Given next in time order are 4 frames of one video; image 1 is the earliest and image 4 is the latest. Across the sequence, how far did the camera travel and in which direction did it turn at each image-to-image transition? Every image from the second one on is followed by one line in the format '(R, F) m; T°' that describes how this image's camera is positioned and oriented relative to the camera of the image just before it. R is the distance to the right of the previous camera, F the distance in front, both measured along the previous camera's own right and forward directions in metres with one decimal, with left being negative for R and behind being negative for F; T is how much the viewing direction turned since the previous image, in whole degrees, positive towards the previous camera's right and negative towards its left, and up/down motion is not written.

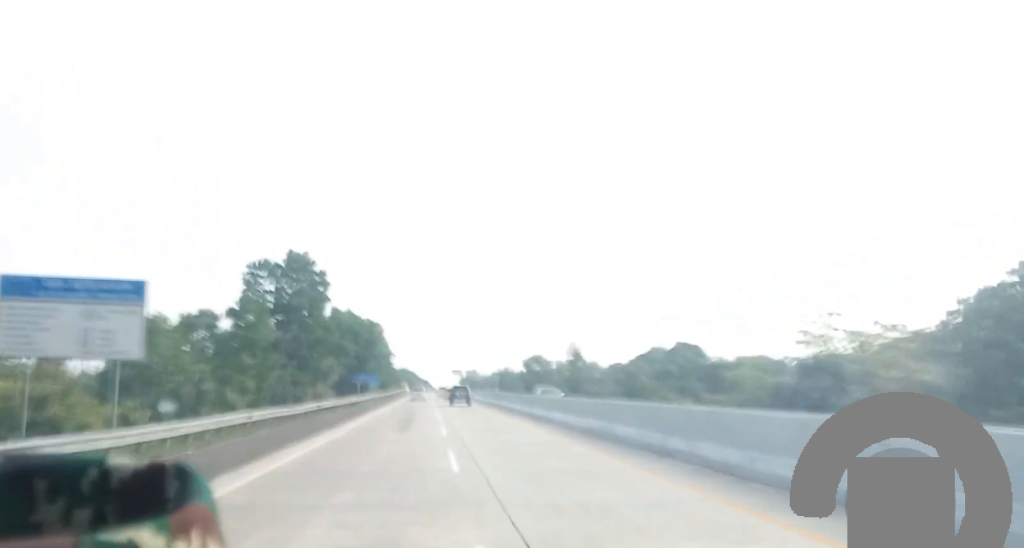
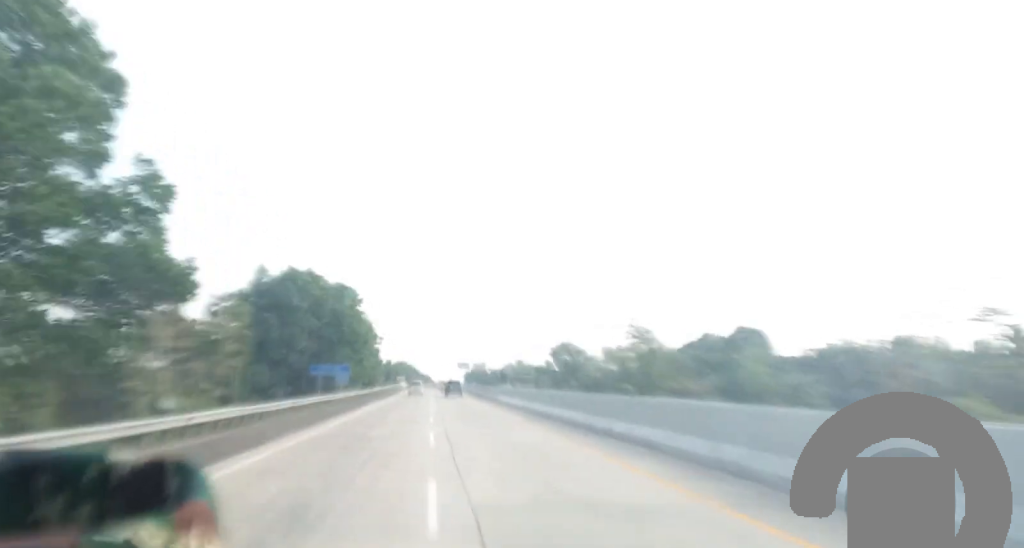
(-1.0, +48.7) m; -1°
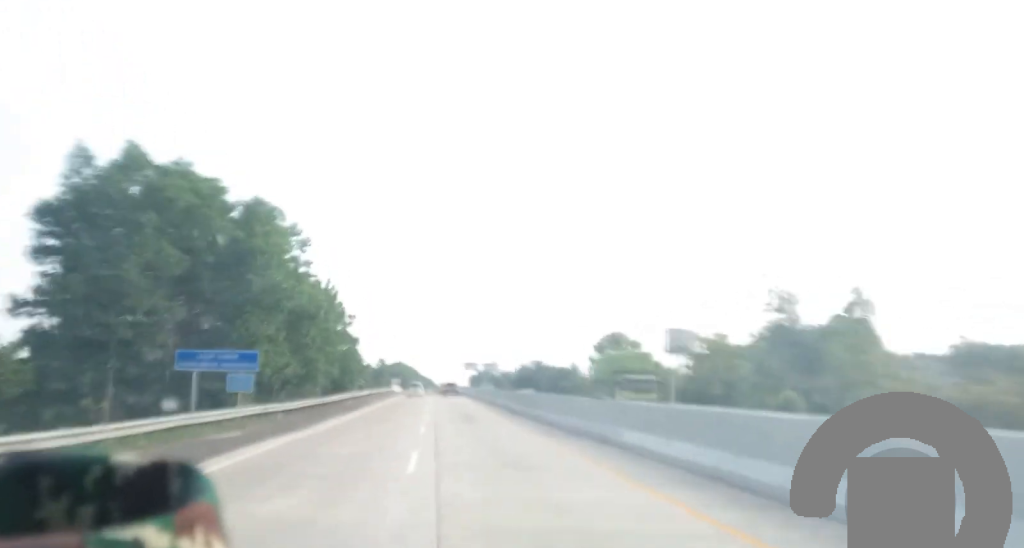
(+0.2, +45.5) m; 0°
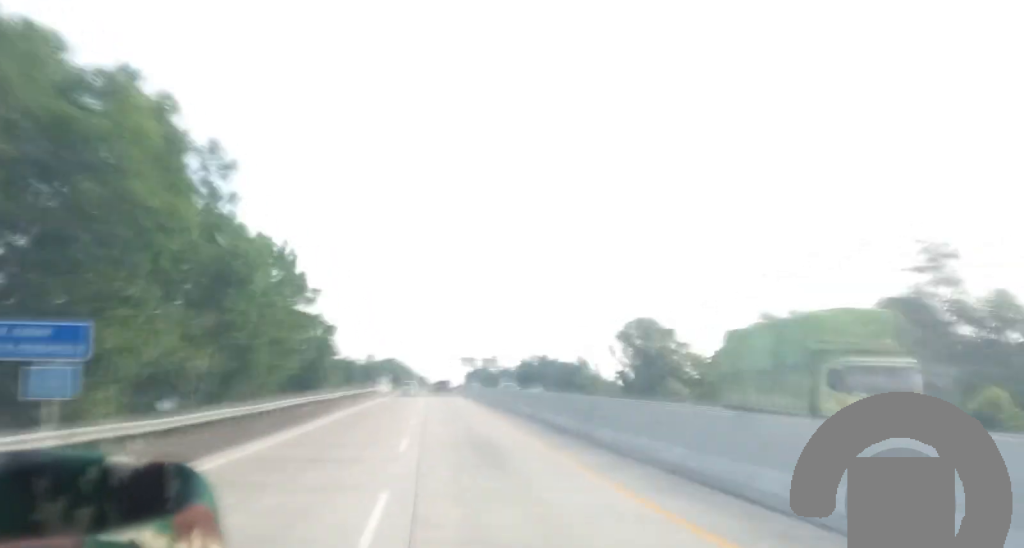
(0.0, +19.3) m; 0°
